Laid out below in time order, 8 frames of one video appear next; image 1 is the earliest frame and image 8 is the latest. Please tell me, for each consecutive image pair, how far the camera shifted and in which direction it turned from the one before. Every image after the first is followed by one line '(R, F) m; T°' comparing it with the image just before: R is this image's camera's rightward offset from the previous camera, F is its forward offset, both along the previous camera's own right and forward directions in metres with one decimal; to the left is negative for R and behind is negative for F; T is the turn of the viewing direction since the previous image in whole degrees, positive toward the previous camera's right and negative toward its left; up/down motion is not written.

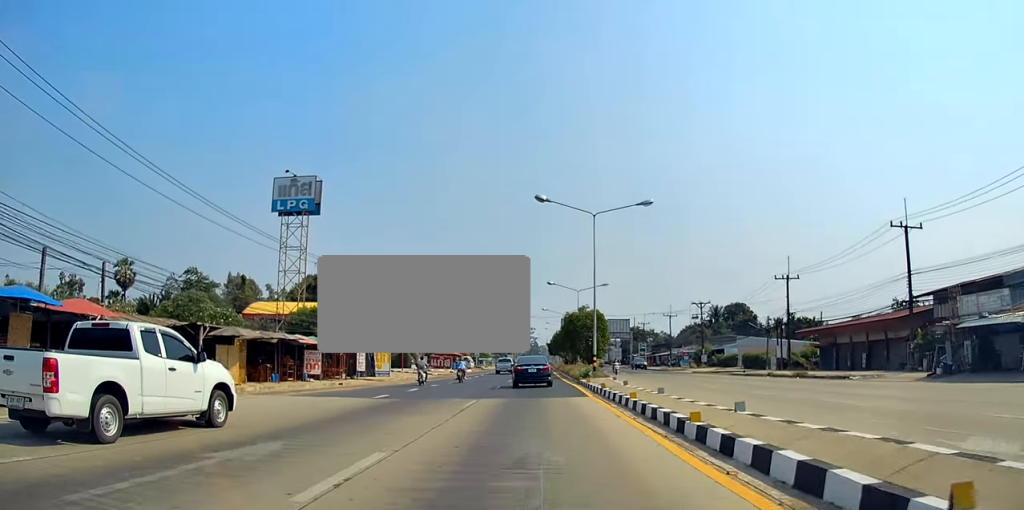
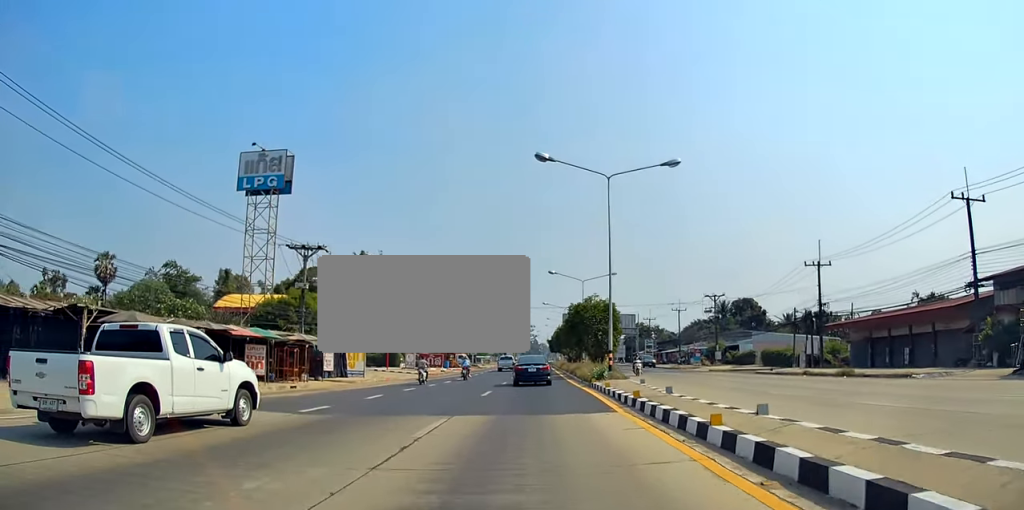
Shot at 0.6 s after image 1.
(0.0, +7.2) m; 0°
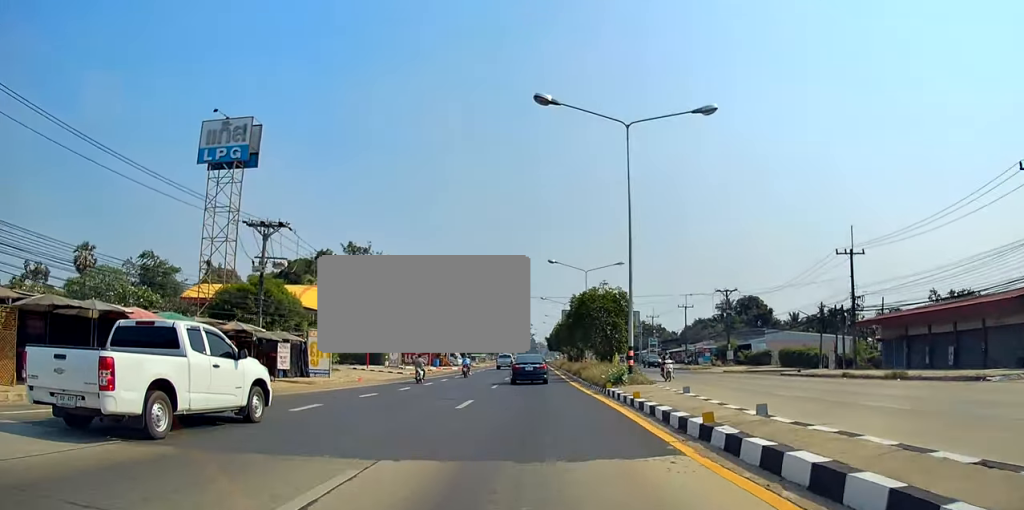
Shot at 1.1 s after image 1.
(-0.1, +6.1) m; +1°
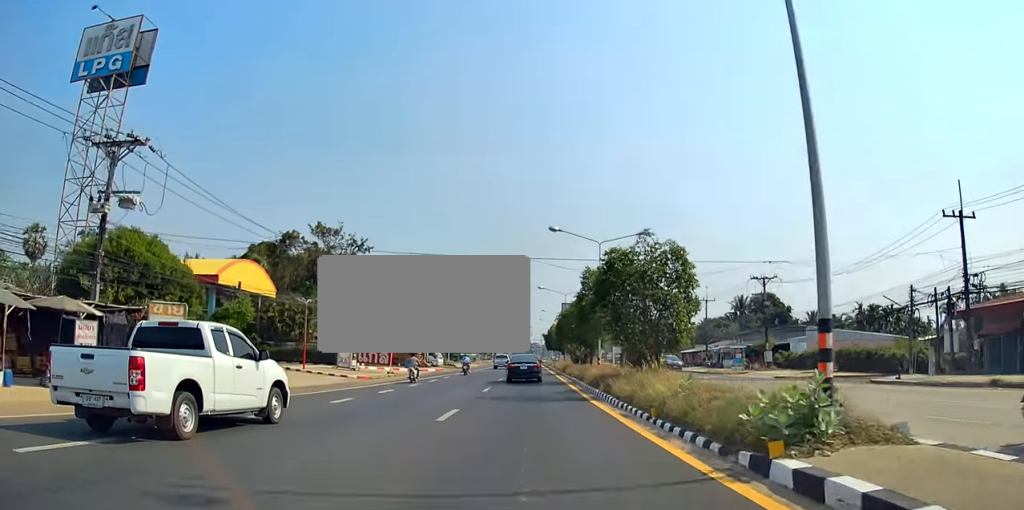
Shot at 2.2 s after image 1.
(+0.4, +14.3) m; -1°
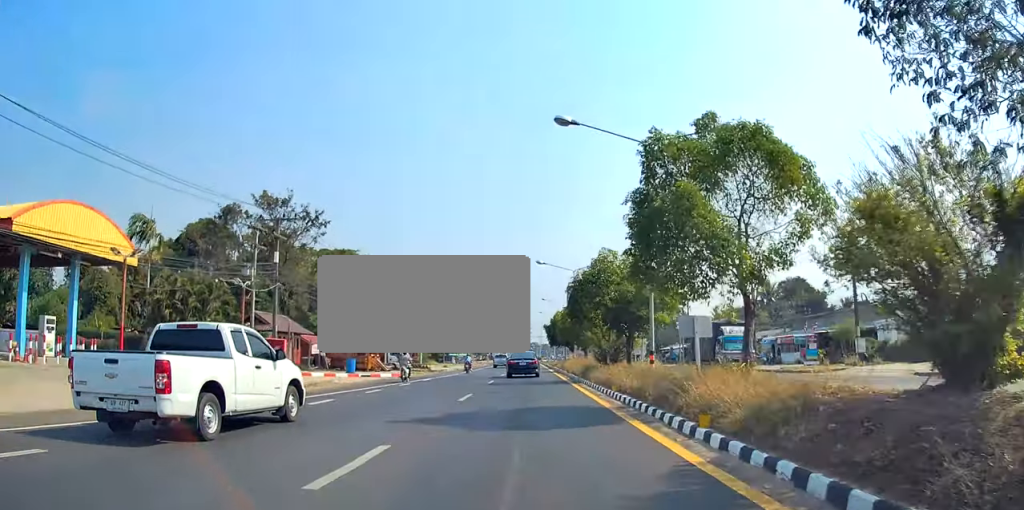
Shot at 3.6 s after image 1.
(-0.7, +19.4) m; -1°
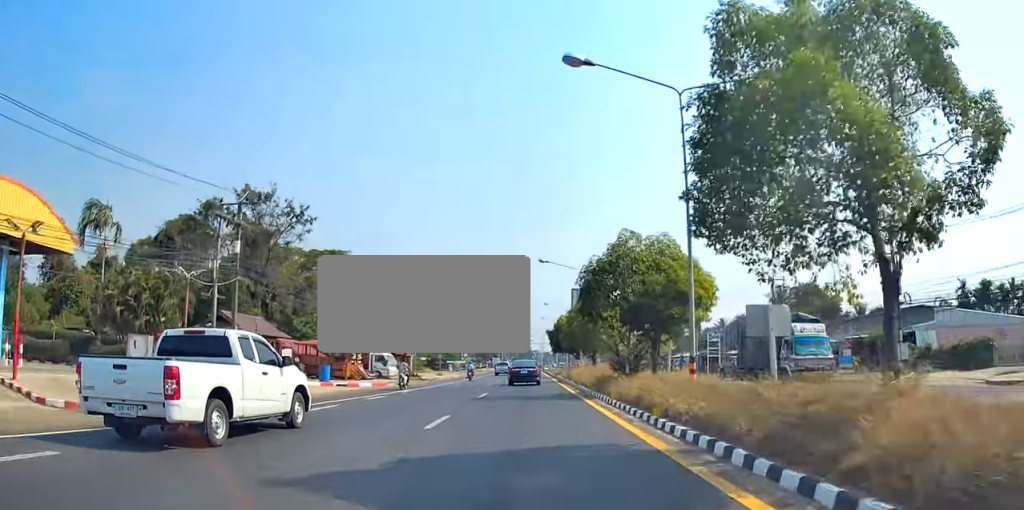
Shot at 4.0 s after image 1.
(+0.1, +5.7) m; 0°
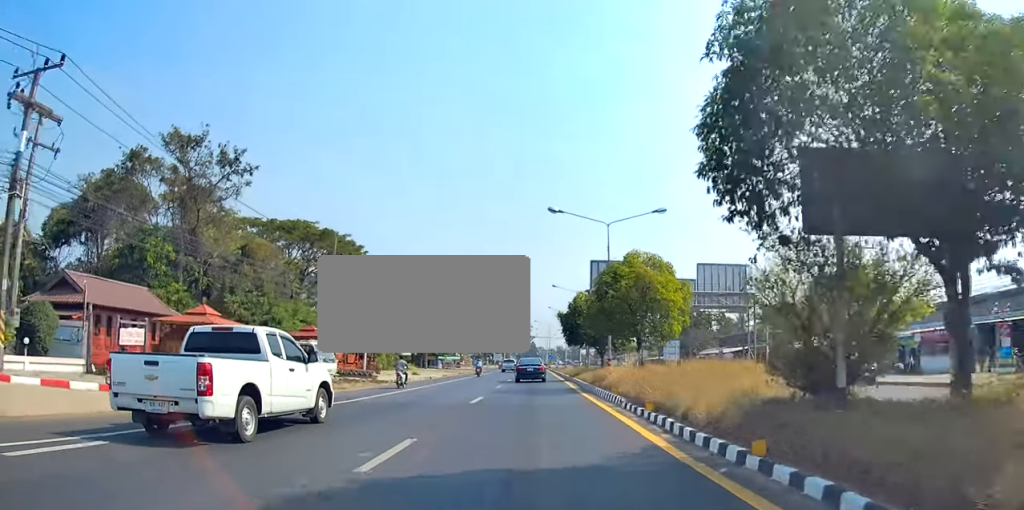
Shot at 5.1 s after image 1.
(0.0, +16.7) m; 0°
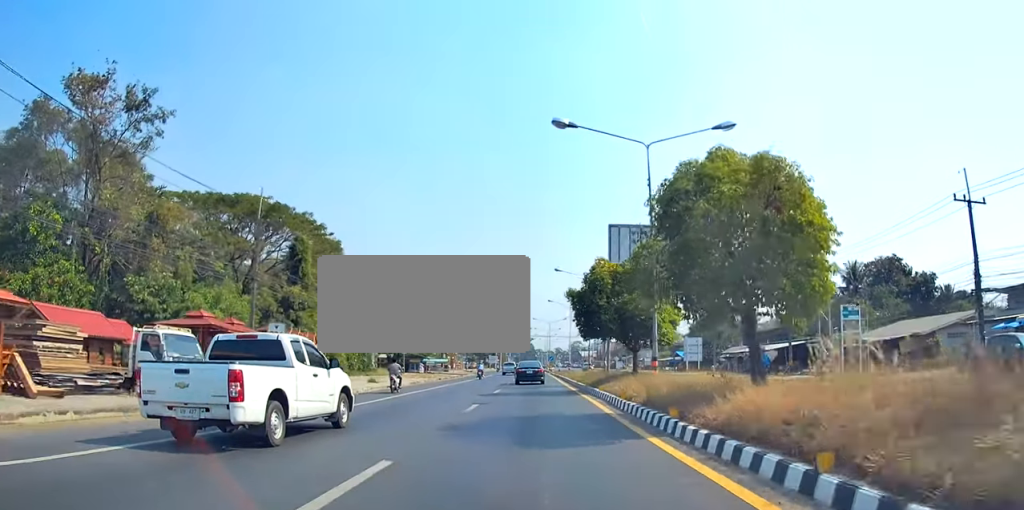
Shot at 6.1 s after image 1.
(-0.1, +14.1) m; +1°
